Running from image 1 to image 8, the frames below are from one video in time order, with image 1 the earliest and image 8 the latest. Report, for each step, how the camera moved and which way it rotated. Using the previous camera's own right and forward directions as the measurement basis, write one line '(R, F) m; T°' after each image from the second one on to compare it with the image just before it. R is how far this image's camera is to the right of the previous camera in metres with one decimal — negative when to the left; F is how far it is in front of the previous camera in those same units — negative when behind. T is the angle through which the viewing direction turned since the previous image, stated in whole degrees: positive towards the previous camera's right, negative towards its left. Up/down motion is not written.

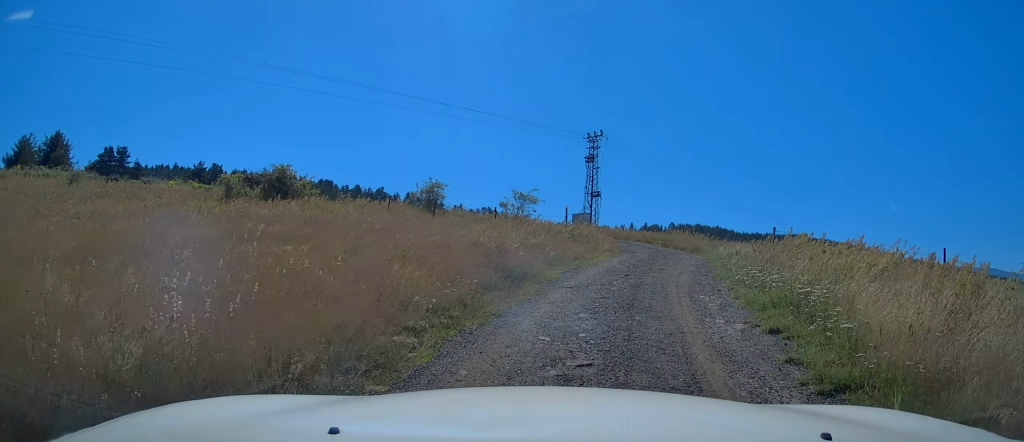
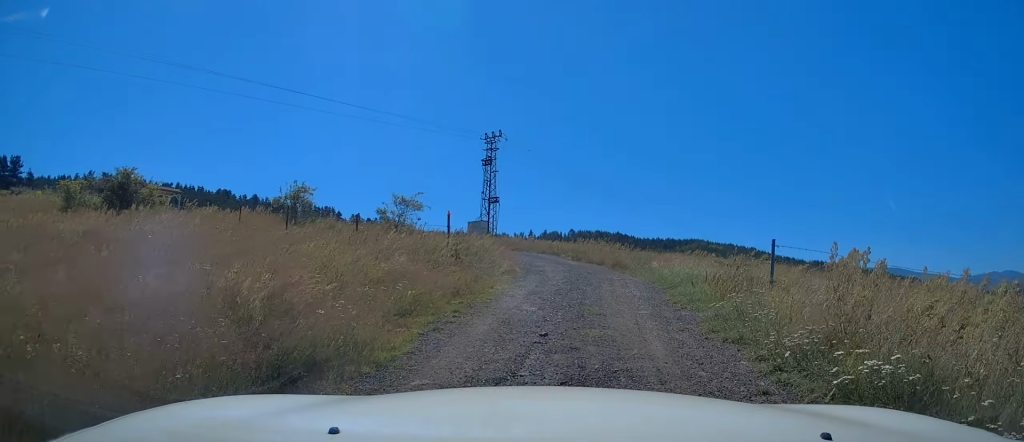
(+0.1, +5.3) m; +5°
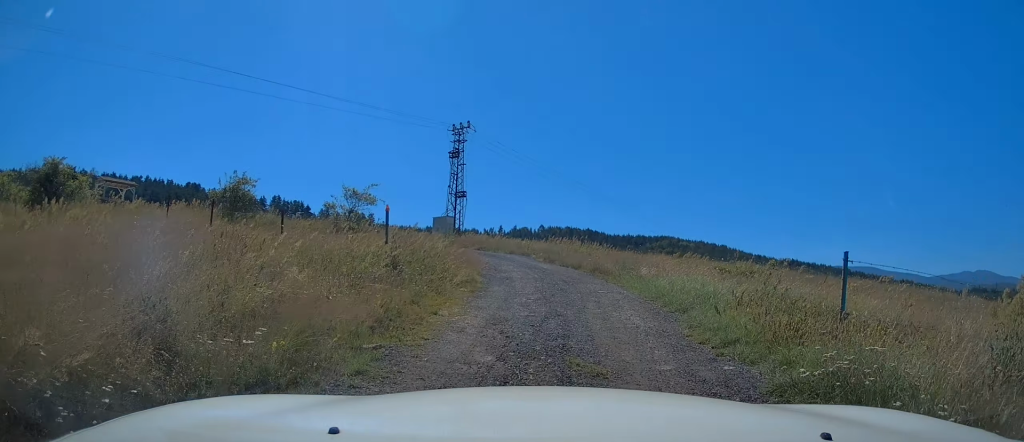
(+0.1, +3.0) m; +4°
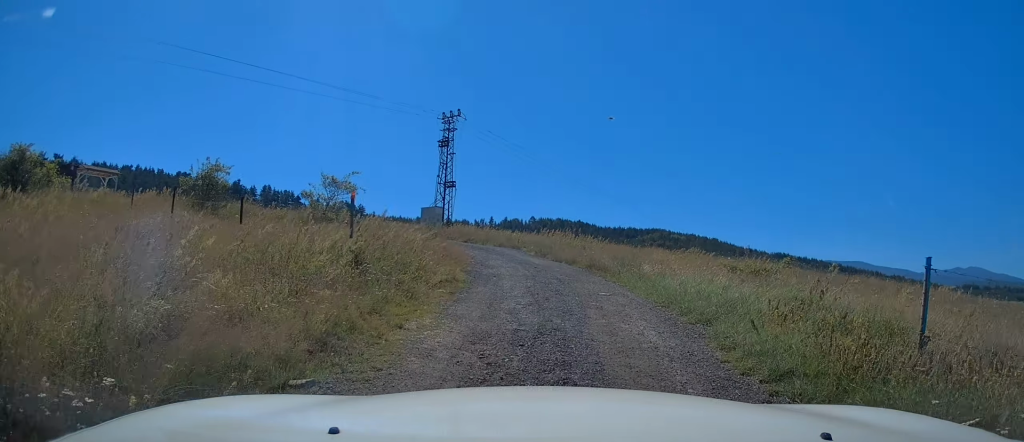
(0.0, +1.5) m; +2°
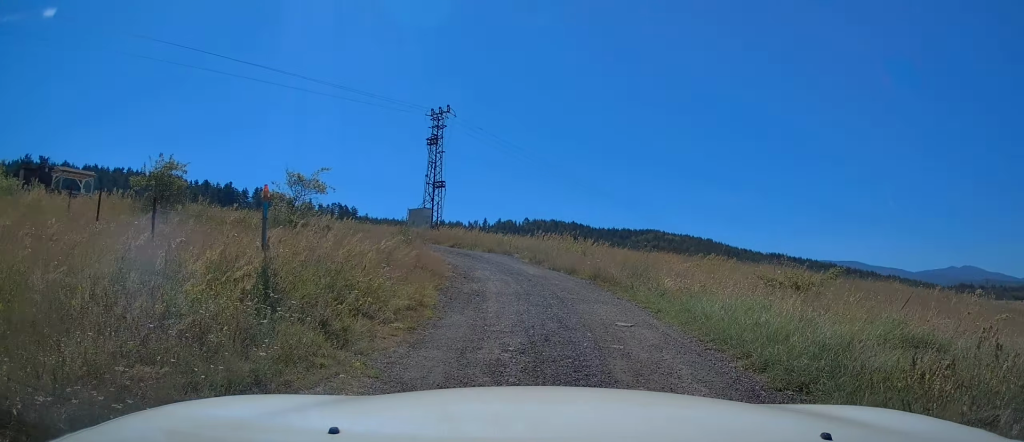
(+0.1, +2.7) m; 0°
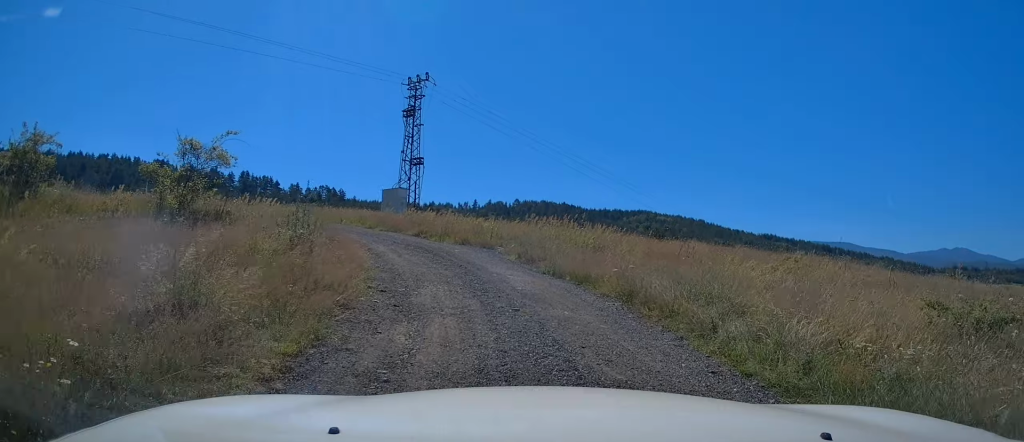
(-0.4, +6.0) m; -4°
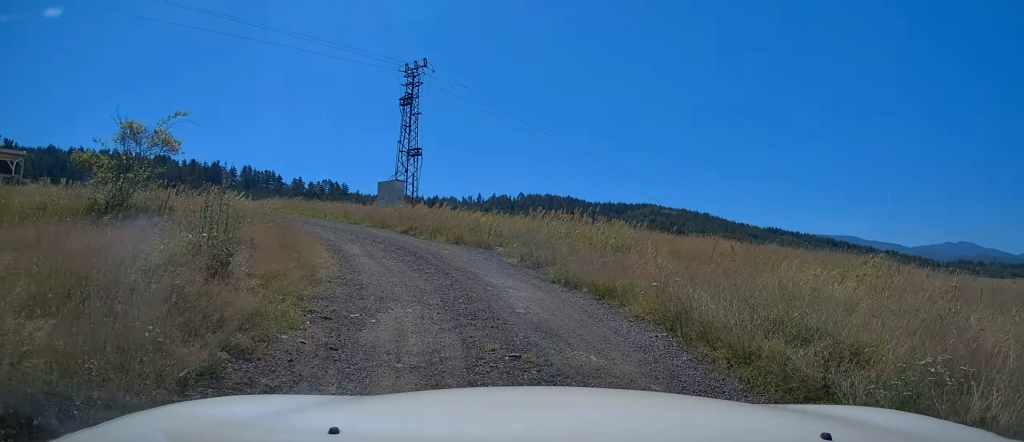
(+0.2, +2.4) m; 0°
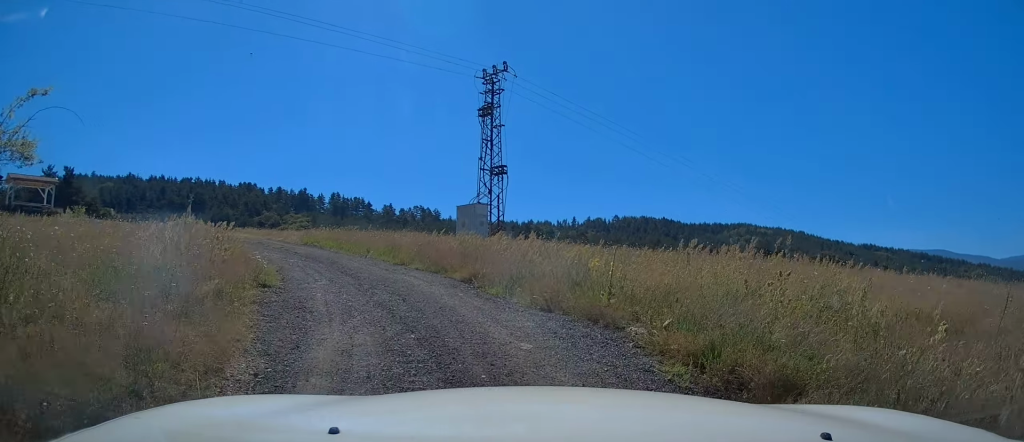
(-0.4, +6.0) m; -12°
